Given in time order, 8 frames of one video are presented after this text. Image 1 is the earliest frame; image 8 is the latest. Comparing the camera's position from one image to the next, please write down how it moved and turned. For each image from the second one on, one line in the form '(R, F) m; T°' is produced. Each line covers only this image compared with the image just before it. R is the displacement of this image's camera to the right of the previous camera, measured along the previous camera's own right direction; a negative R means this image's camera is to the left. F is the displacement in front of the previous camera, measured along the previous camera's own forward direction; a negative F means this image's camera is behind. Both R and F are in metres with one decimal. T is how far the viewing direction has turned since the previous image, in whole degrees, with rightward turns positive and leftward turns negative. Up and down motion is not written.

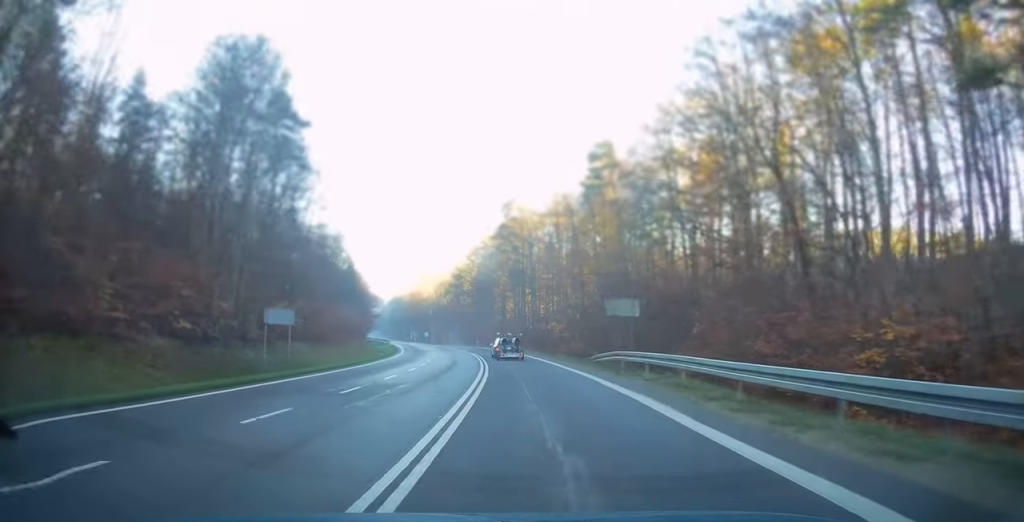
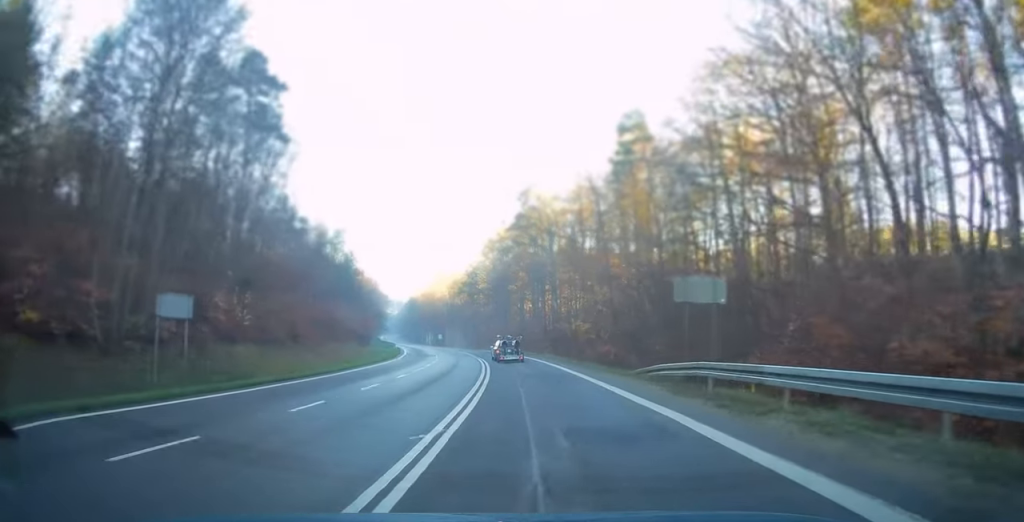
(-0.3, +10.0) m; -1°
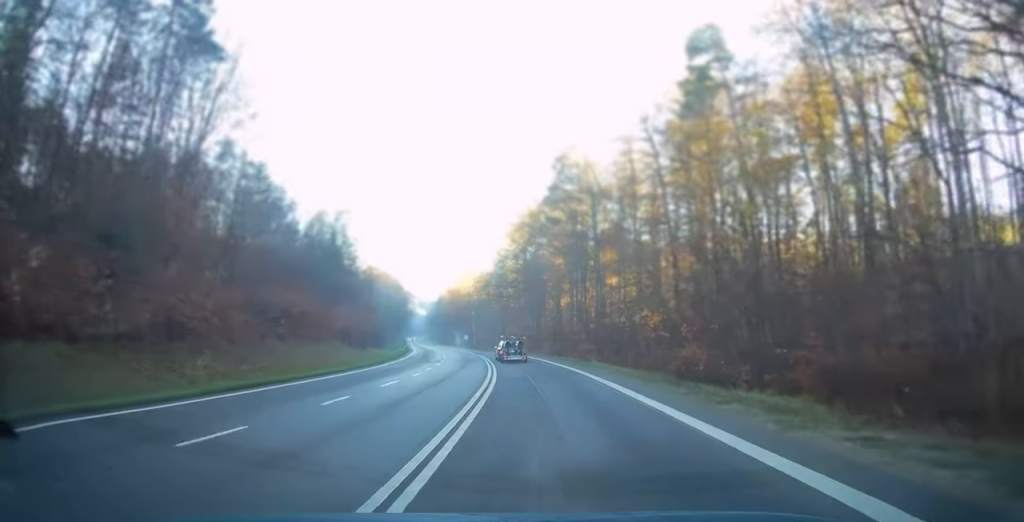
(-0.1, +17.1) m; -2°
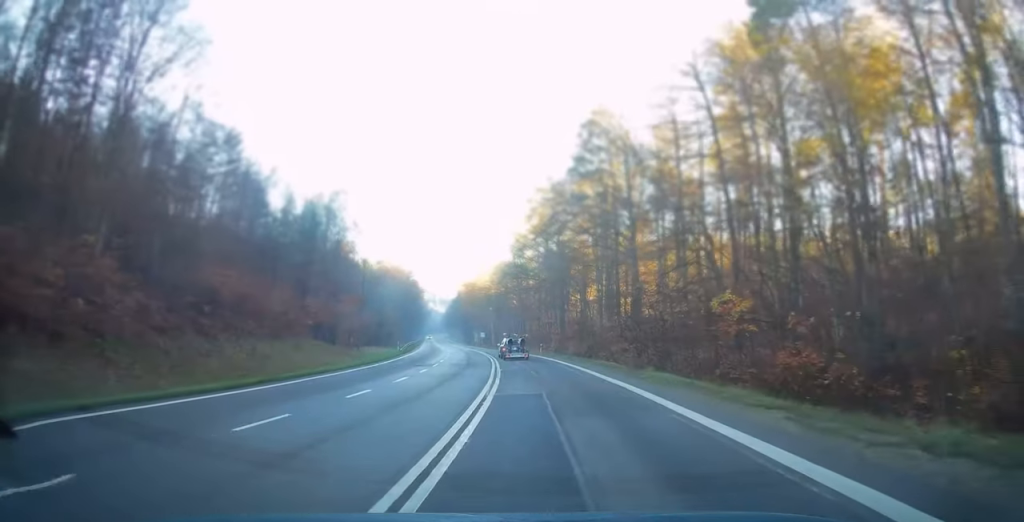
(-0.2, +11.0) m; -2°
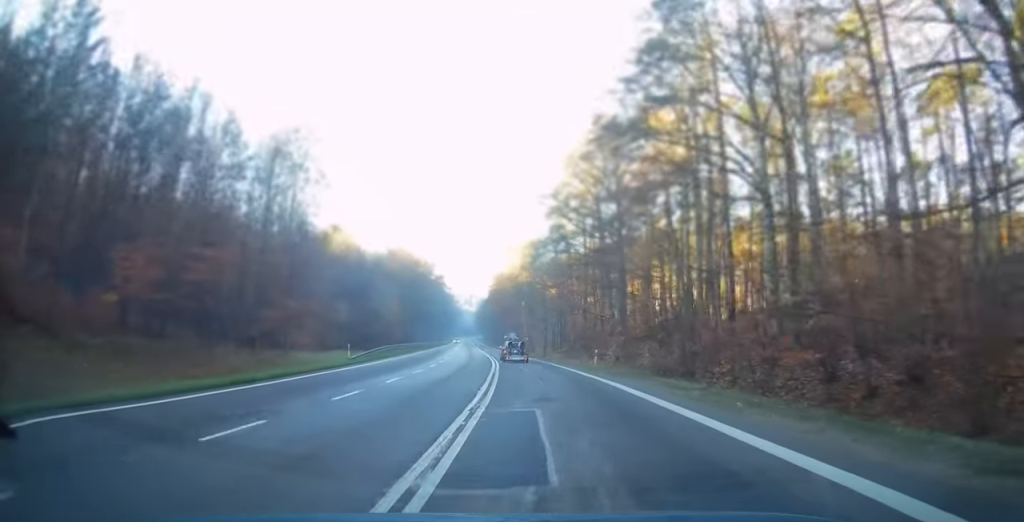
(-1.2, +25.9) m; -4°
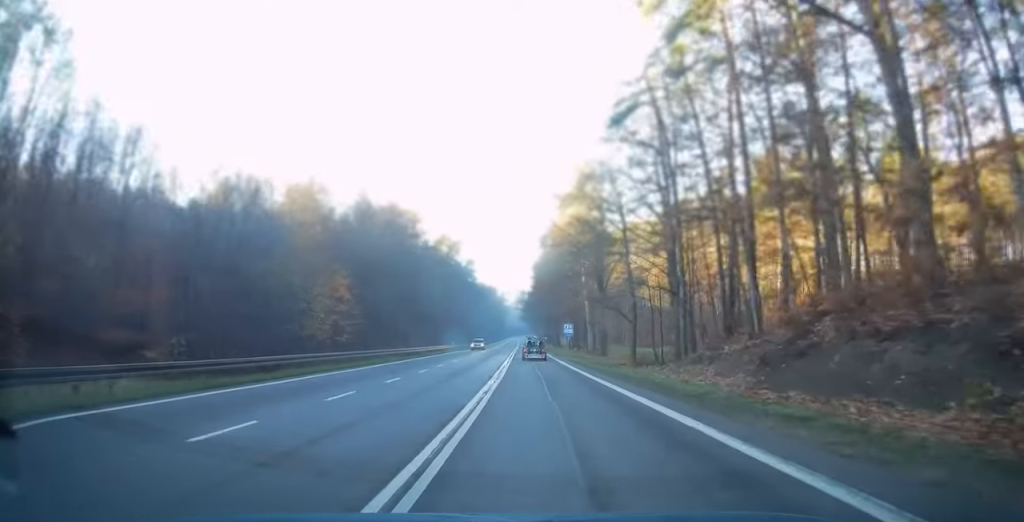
(-1.3, +43.2) m; -3°
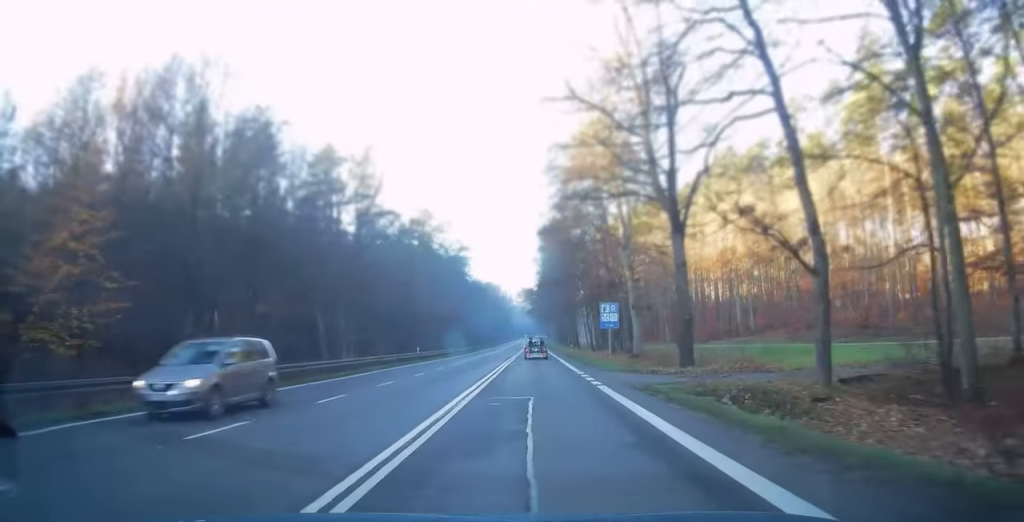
(-0.6, +30.1) m; -1°
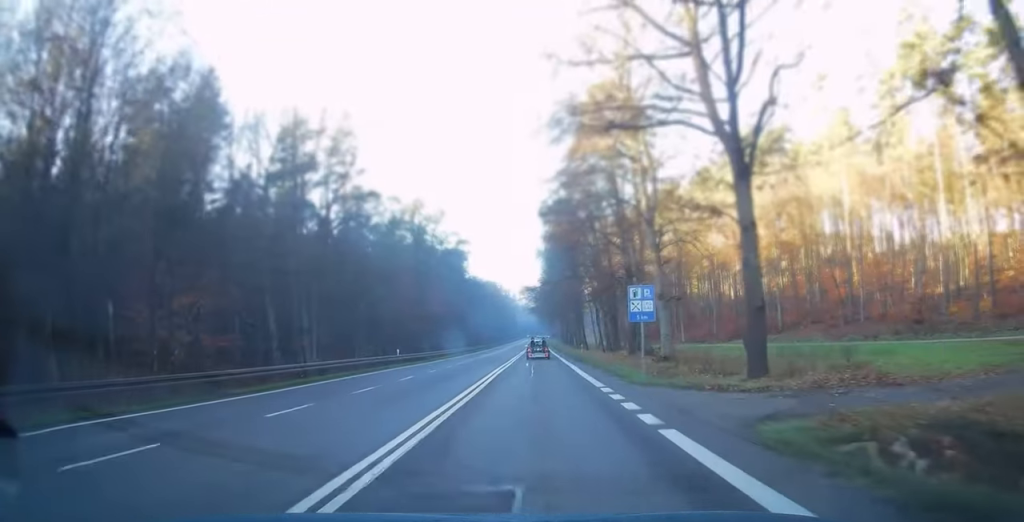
(0.0, +8.9) m; 0°
